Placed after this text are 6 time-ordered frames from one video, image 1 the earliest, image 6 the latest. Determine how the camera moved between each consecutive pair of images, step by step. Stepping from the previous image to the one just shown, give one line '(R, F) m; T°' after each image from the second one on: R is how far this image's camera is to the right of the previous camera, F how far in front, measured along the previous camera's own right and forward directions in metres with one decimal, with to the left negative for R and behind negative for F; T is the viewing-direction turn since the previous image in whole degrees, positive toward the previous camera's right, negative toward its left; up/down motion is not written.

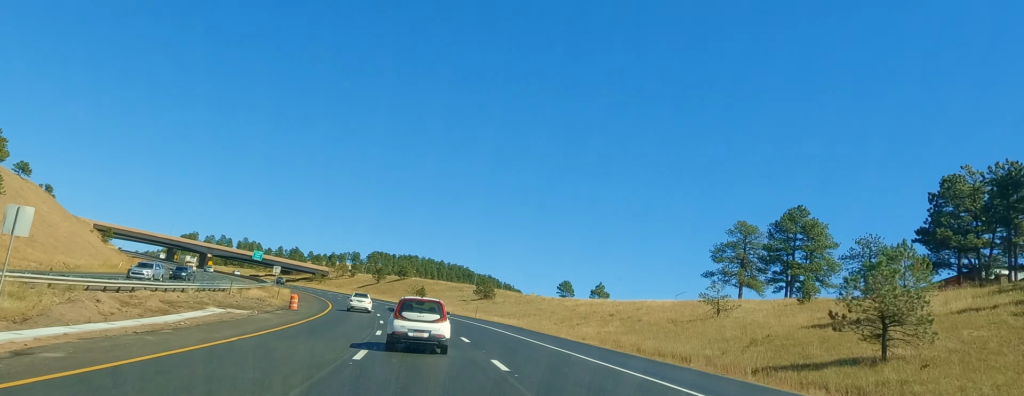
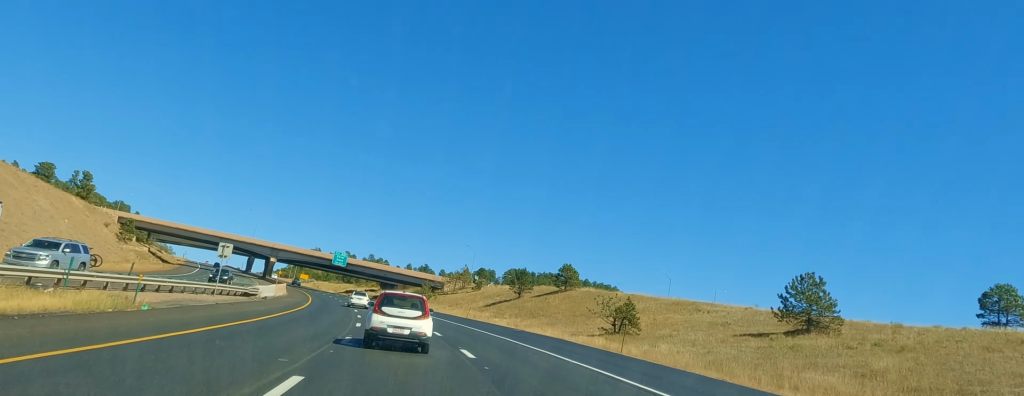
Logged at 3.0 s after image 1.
(-8.6, +91.9) m; -11°
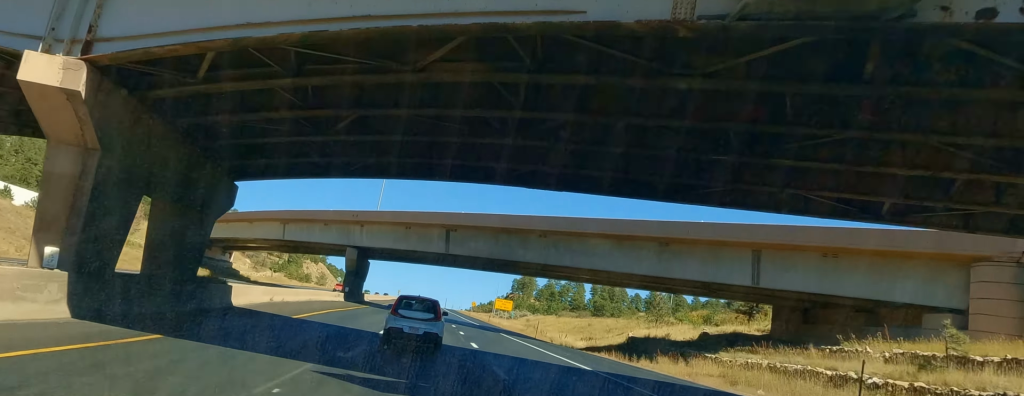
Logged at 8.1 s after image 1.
(-22.6, +161.0) m; -12°
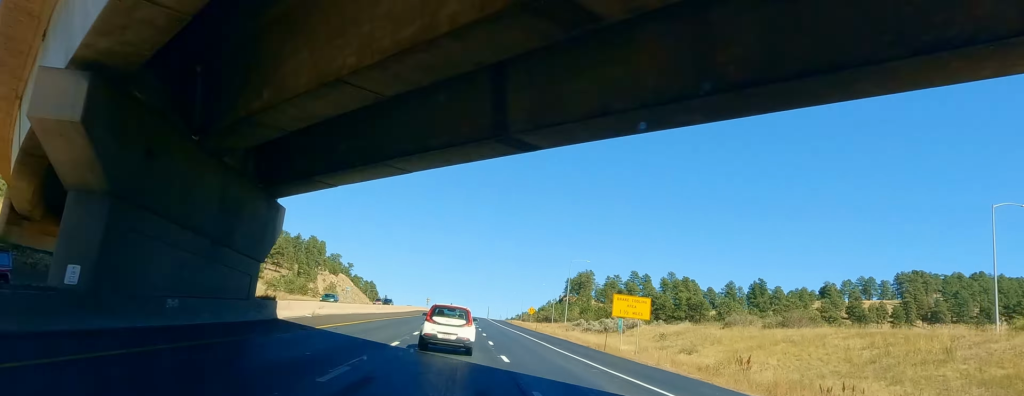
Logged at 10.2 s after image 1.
(-1.1, +64.9) m; -1°
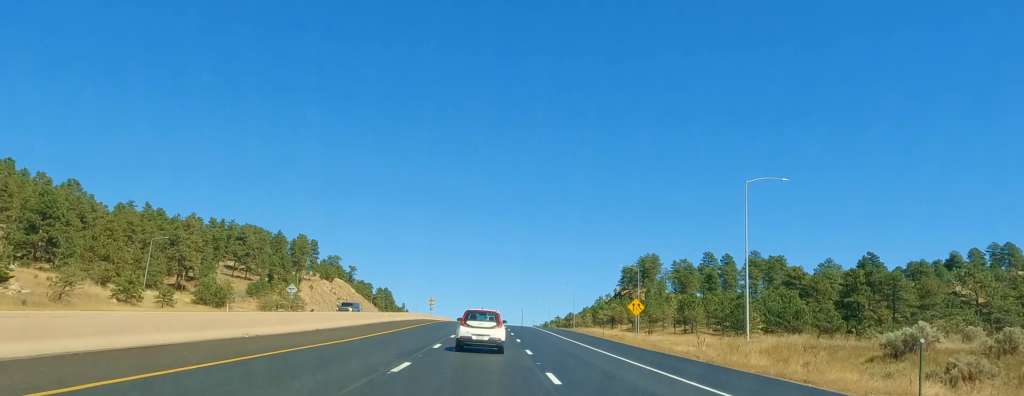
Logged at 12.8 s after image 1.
(-0.2, +79.9) m; 0°
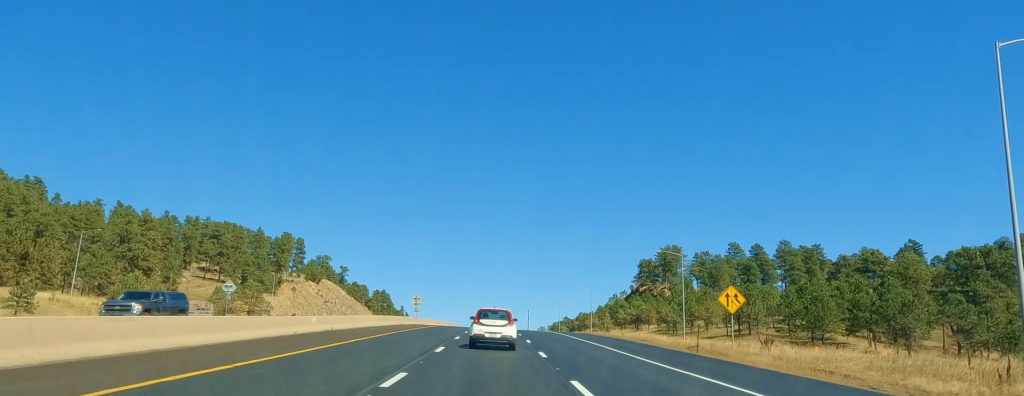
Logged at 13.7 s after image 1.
(0.0, +27.7) m; 0°
